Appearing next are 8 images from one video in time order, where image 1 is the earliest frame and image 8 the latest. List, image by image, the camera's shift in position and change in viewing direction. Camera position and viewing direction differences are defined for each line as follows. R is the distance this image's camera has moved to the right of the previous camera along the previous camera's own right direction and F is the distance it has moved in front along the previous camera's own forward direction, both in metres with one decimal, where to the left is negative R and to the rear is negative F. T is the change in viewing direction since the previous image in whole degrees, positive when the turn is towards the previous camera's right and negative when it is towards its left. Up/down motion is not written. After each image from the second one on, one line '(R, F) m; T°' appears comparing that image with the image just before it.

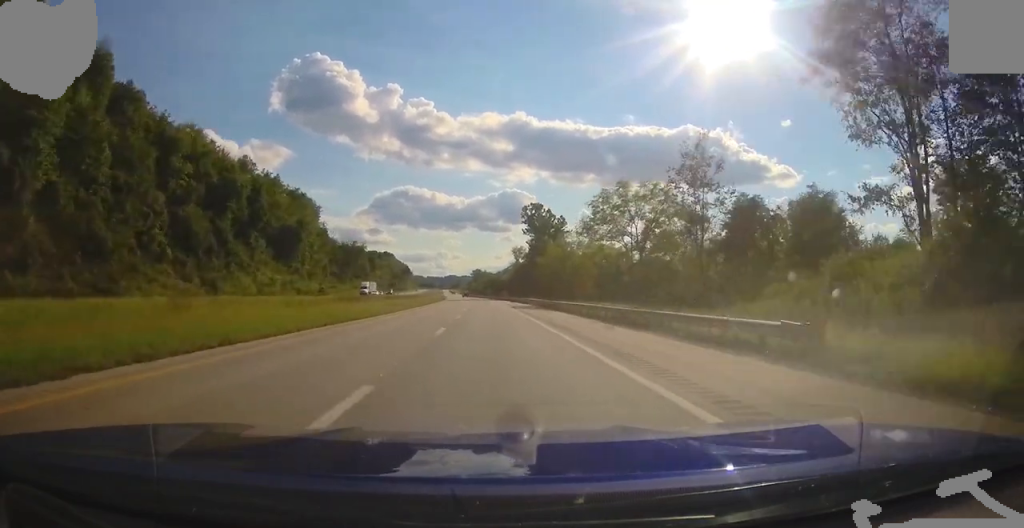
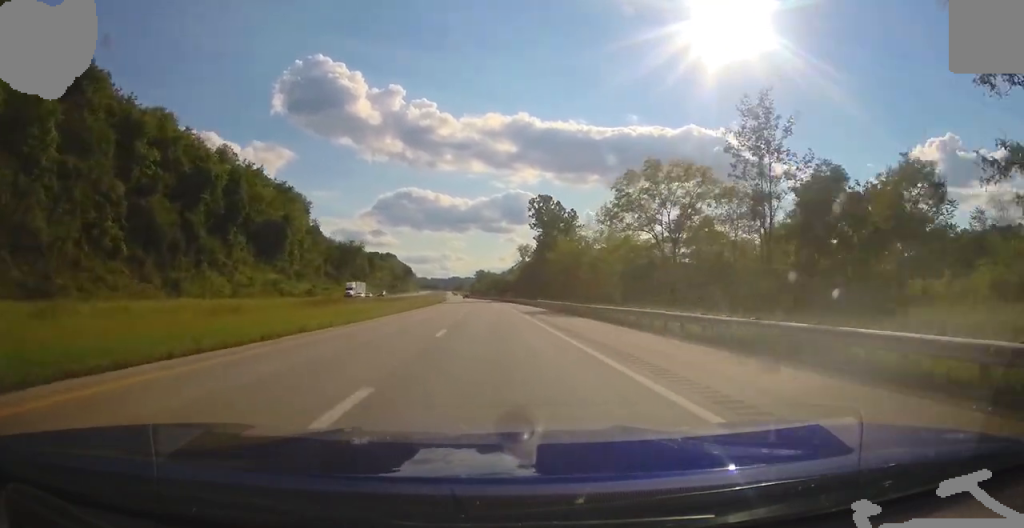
(-0.1, +12.7) m; 0°
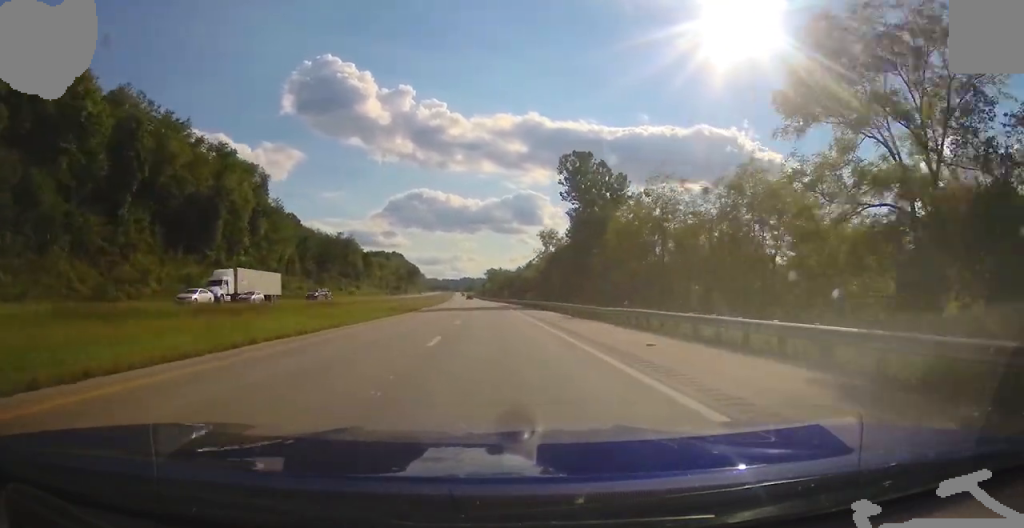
(-0.1, +39.2) m; -1°
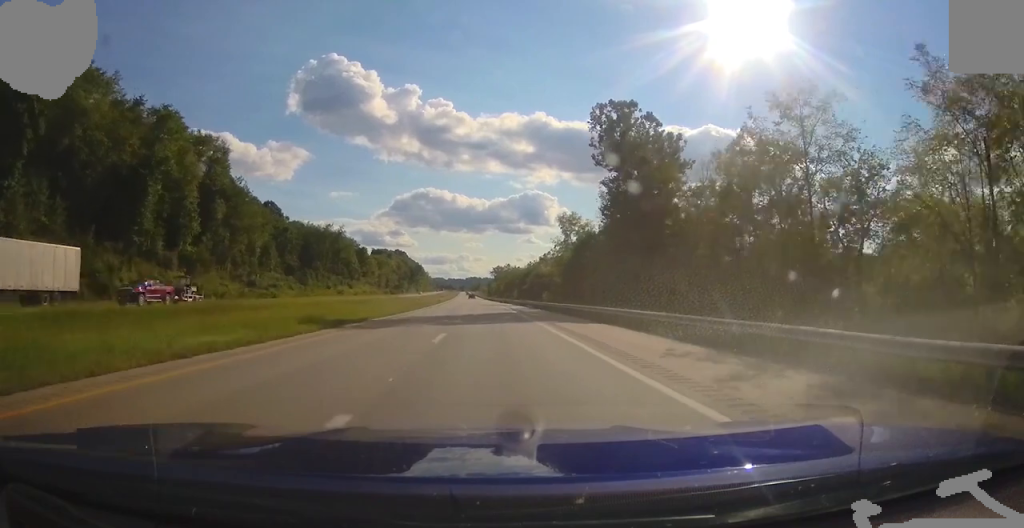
(-0.2, +23.6) m; -1°
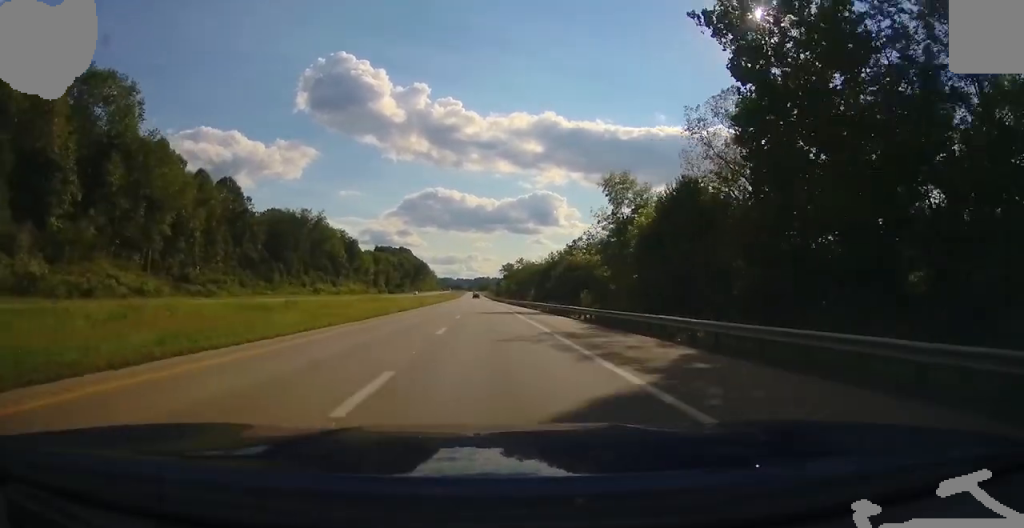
(-0.4, +33.7) m; -1°
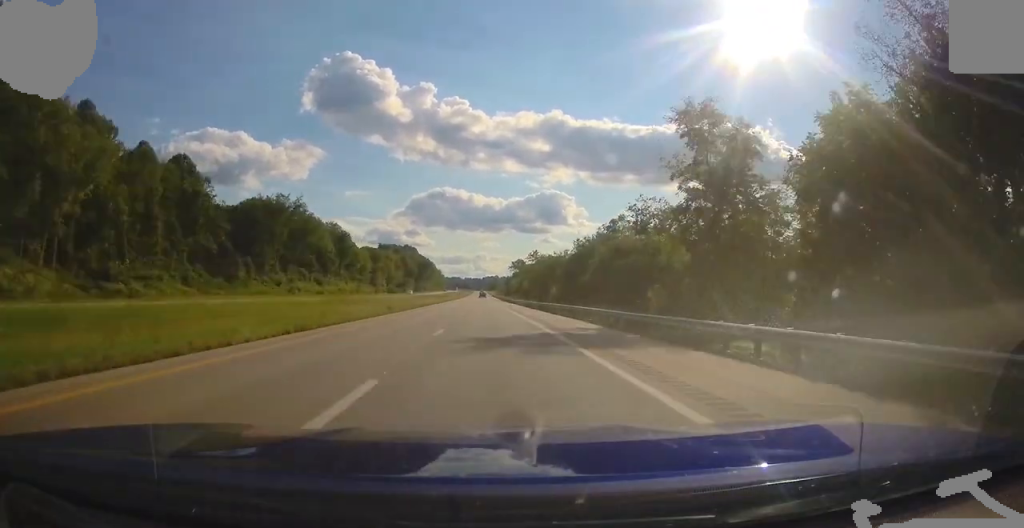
(0.0, +25.3) m; 0°
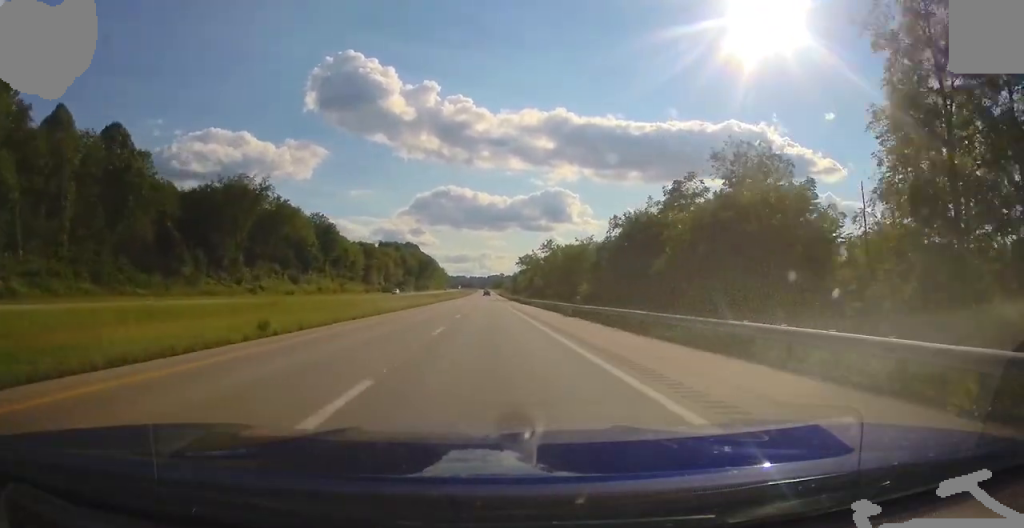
(+0.1, +24.4) m; -1°
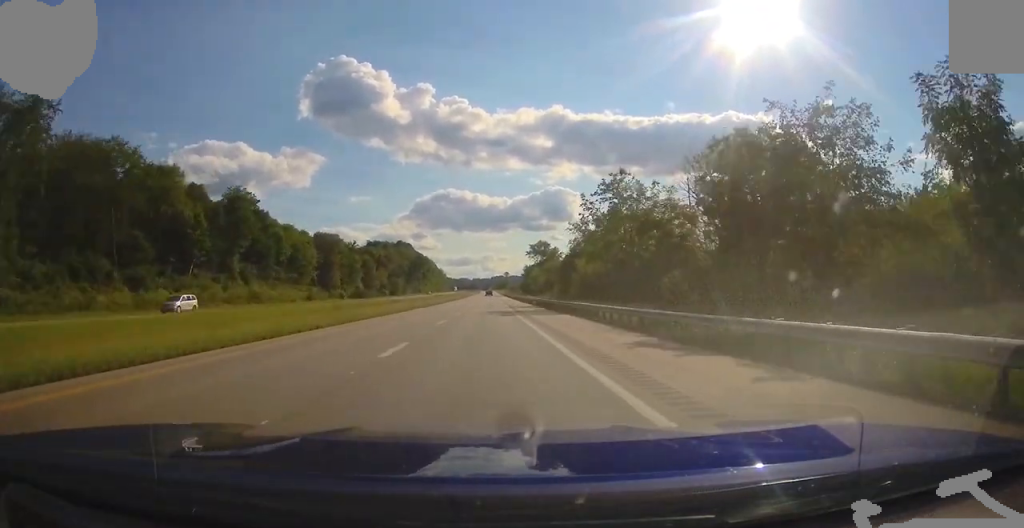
(-0.8, +67.3) m; 0°
